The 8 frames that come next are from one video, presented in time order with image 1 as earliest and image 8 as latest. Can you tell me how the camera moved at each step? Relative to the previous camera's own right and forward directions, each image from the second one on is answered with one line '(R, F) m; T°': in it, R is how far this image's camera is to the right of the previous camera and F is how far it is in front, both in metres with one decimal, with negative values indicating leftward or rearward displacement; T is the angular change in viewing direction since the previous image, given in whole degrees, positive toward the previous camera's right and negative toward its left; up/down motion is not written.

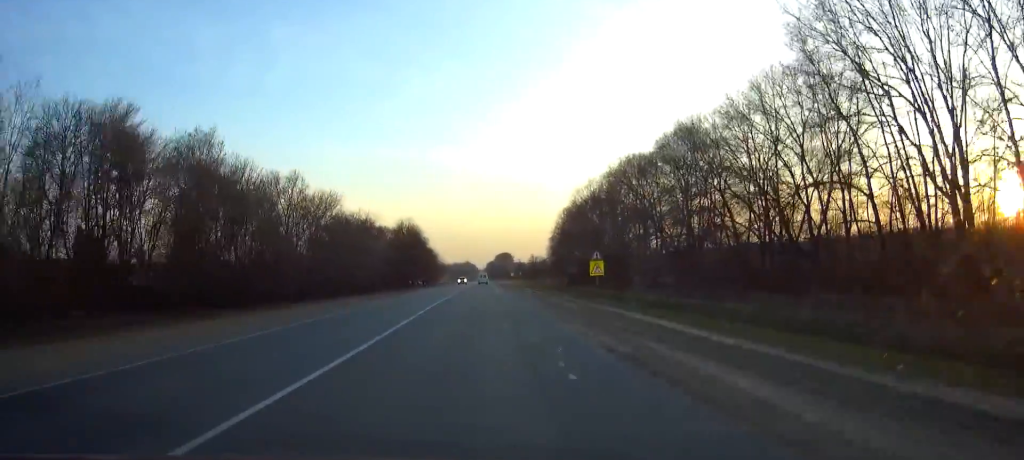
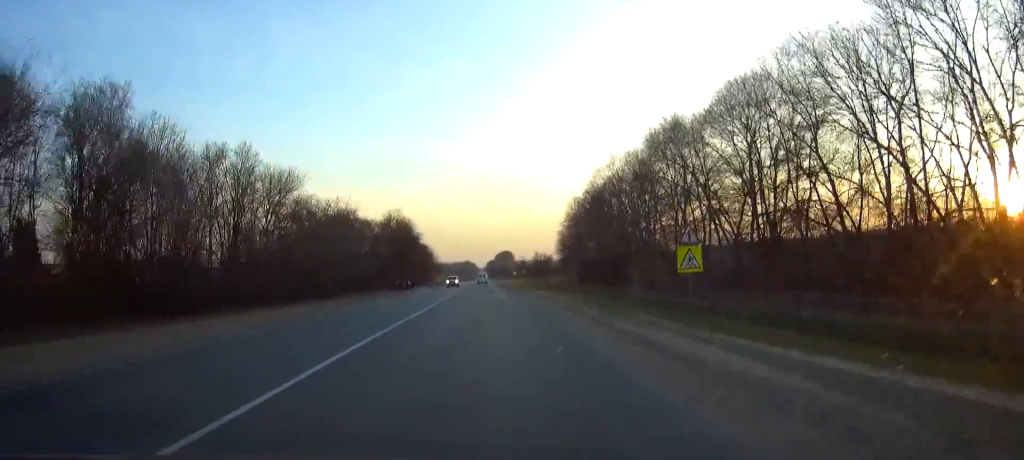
(+0.1, +20.5) m; 0°
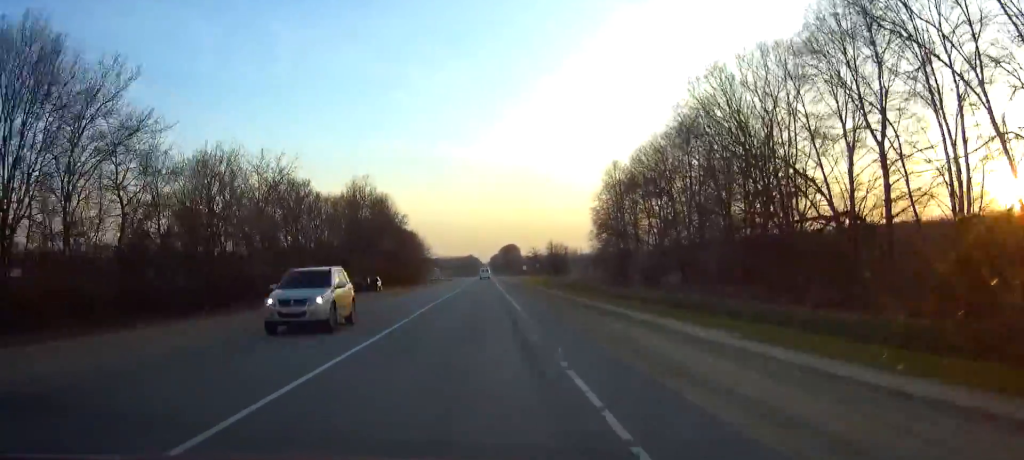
(-0.3, +41.9) m; 0°
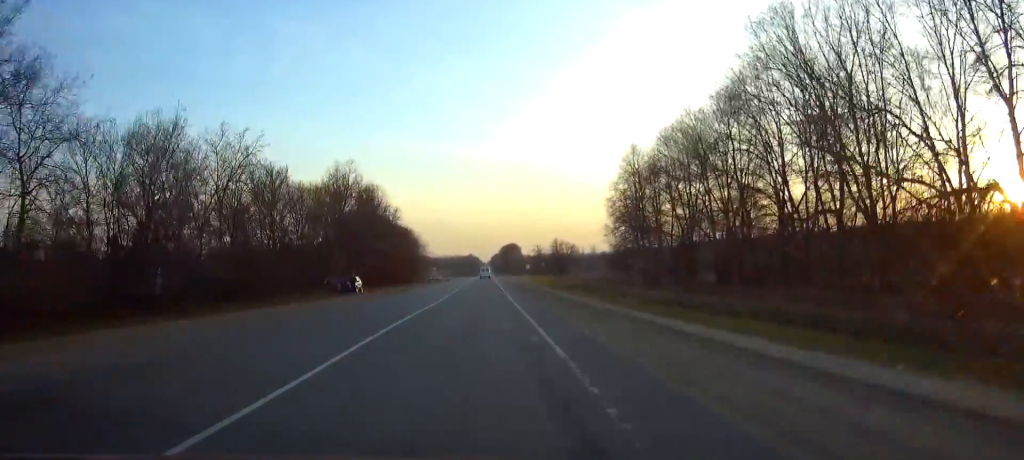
(0.0, +12.6) m; 0°
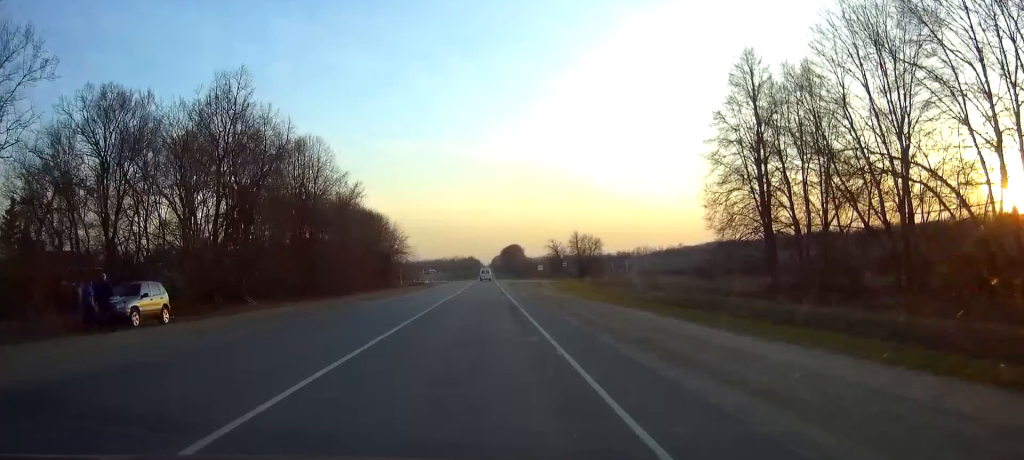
(0.0, +41.7) m; 0°
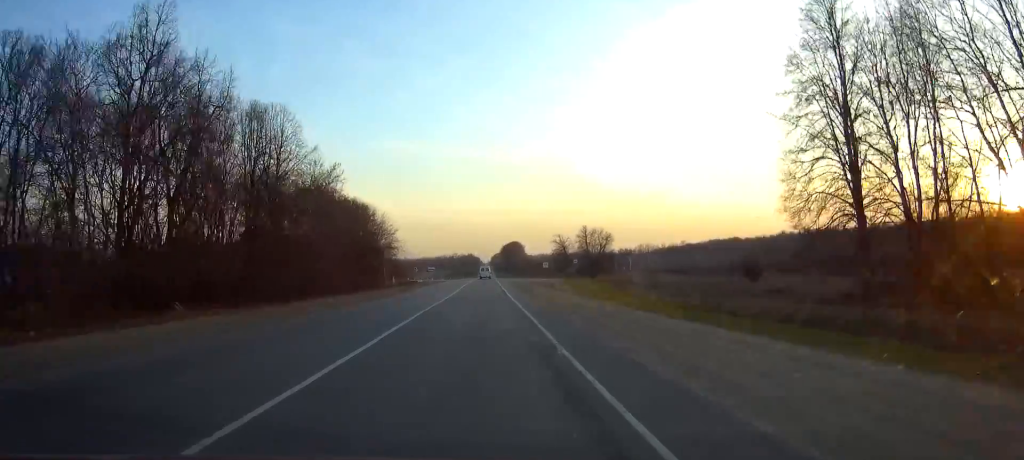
(0.0, +13.6) m; 0°
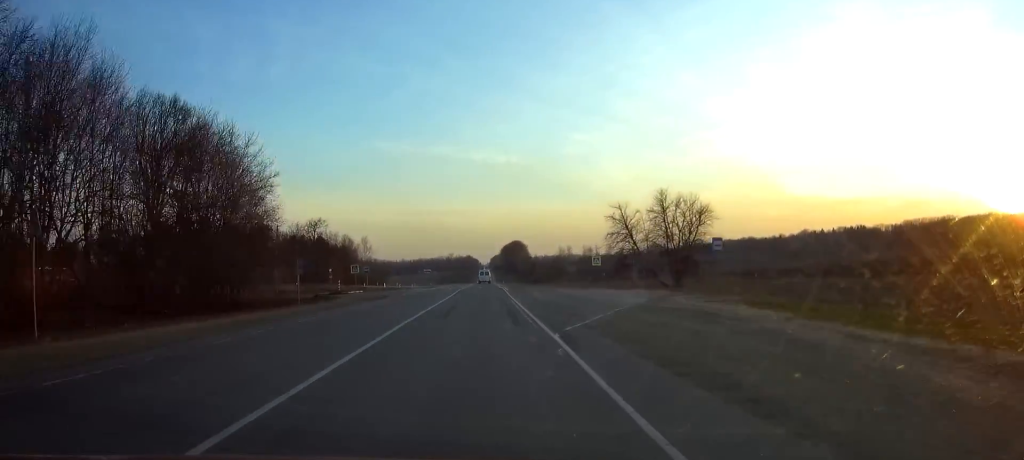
(+0.6, +60.7) m; +1°
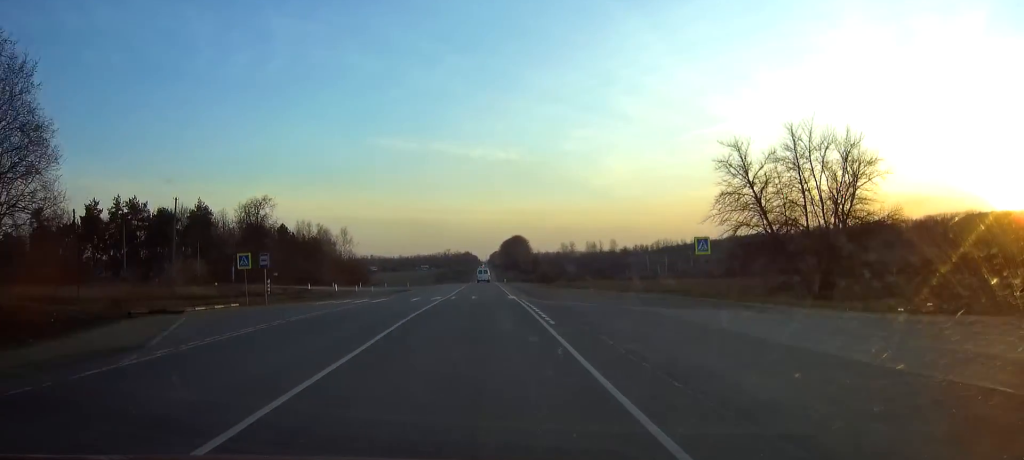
(-0.2, +34.7) m; 0°
